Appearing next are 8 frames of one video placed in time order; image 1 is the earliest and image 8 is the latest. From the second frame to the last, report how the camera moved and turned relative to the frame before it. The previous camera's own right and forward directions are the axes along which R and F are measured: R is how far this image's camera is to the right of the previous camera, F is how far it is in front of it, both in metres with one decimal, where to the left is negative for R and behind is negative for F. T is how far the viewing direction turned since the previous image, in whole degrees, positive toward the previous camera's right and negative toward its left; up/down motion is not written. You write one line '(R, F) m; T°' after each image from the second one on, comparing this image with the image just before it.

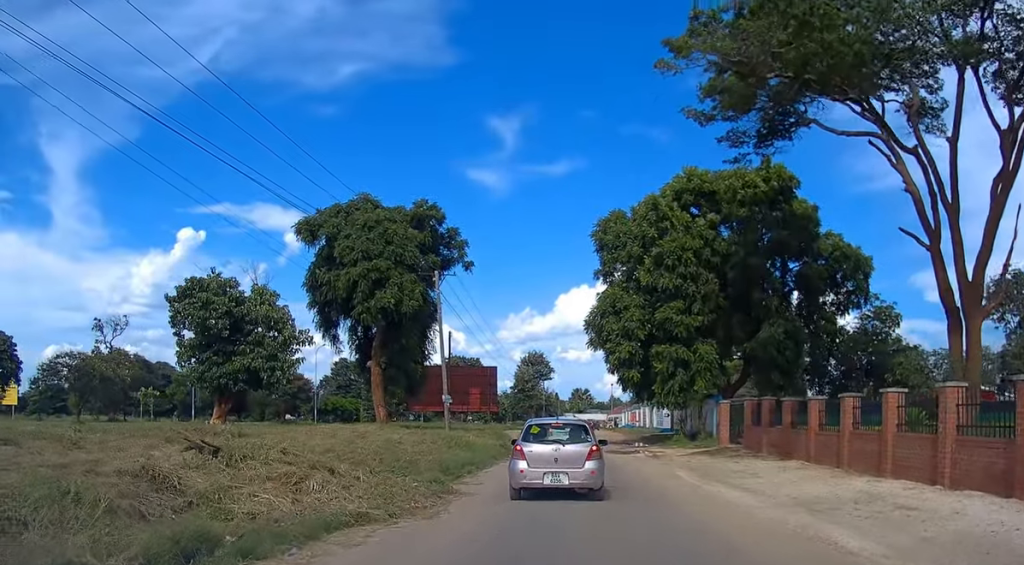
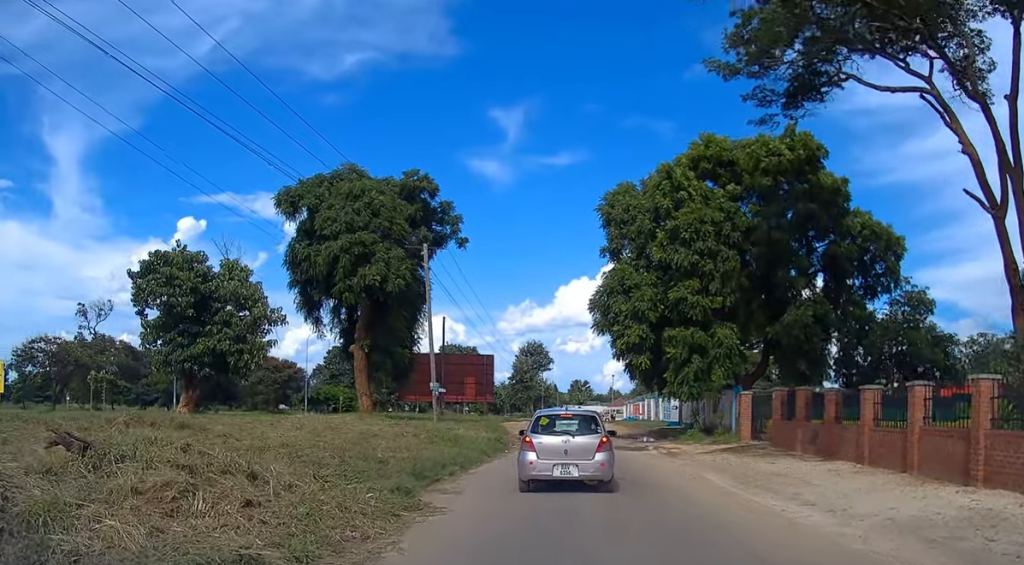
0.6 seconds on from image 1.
(-0.1, +3.9) m; -1°
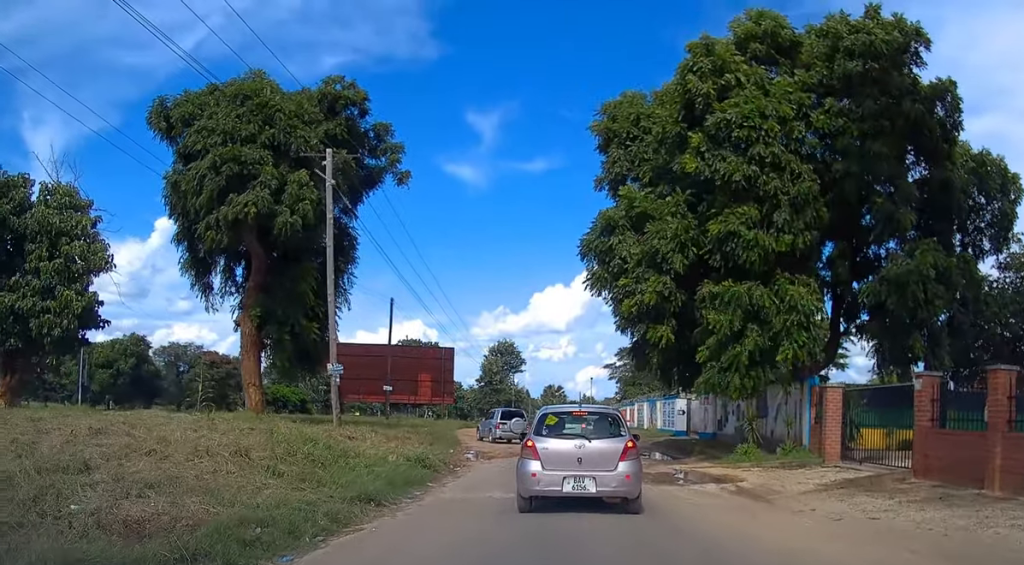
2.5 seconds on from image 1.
(+0.2, +12.8) m; +3°
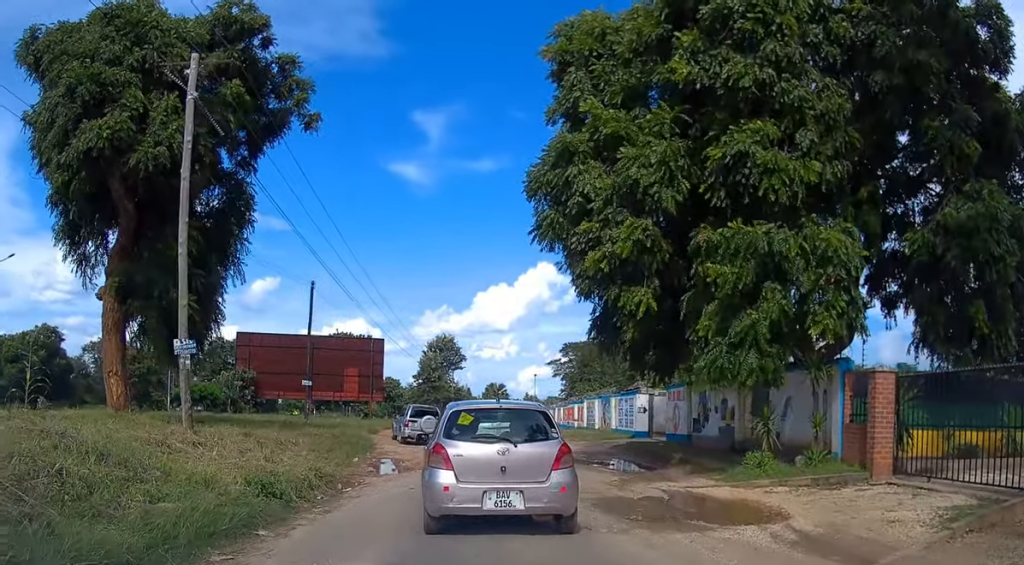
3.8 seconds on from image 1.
(+0.1, +6.9) m; +2°
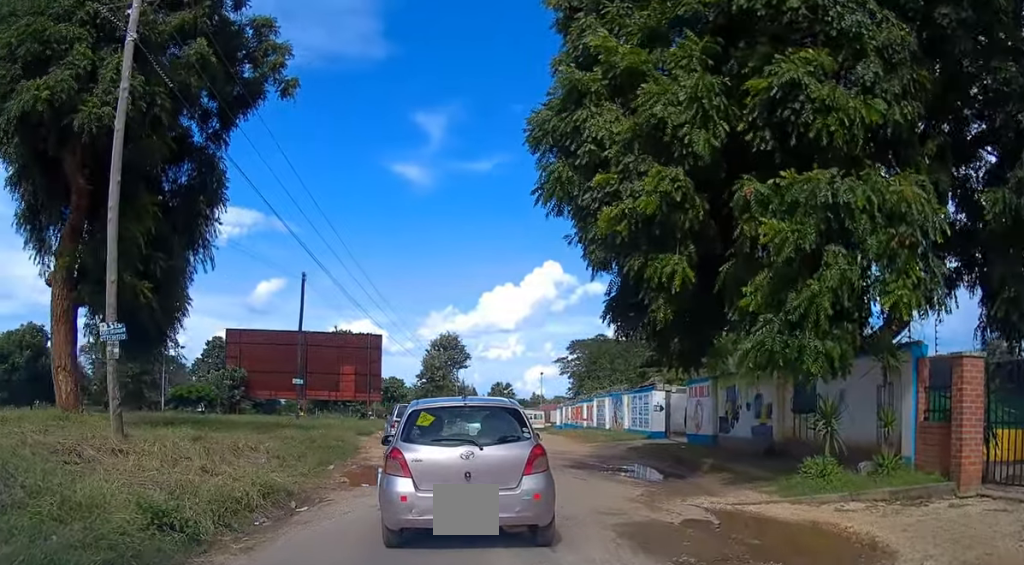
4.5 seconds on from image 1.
(0.0, +3.2) m; 0°
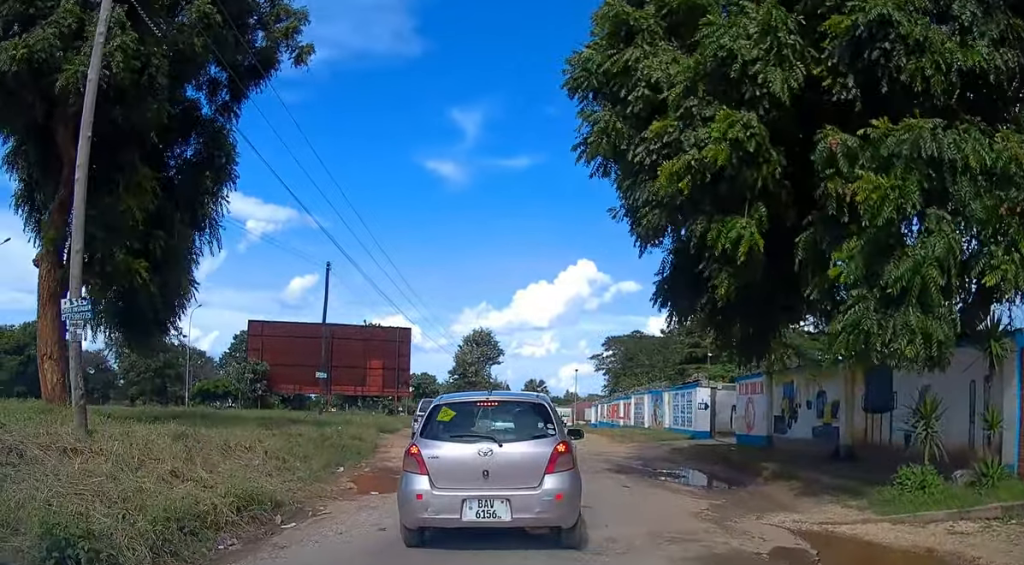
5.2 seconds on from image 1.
(0.0, +2.4) m; 0°
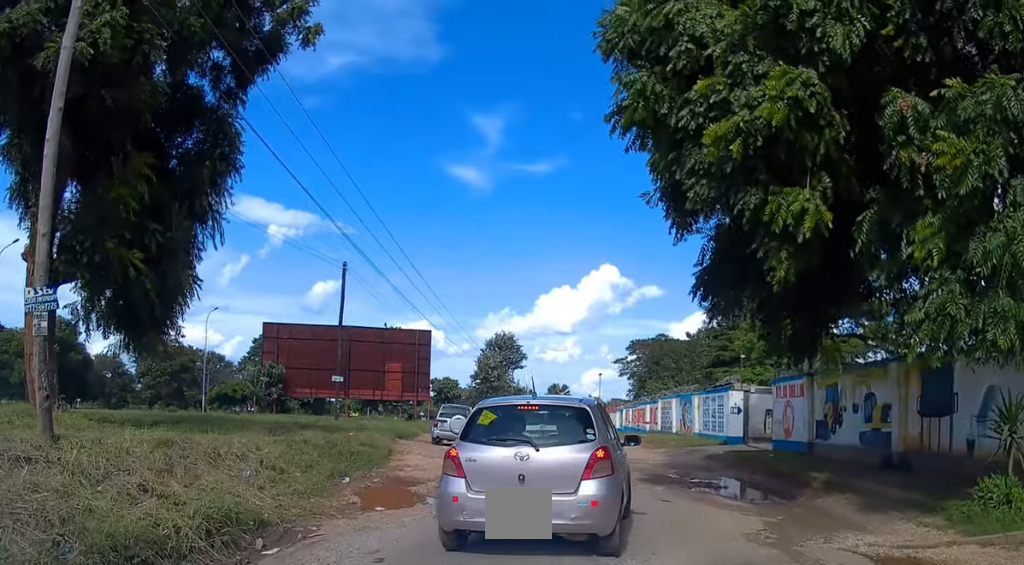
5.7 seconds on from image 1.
(0.0, +1.8) m; 0°
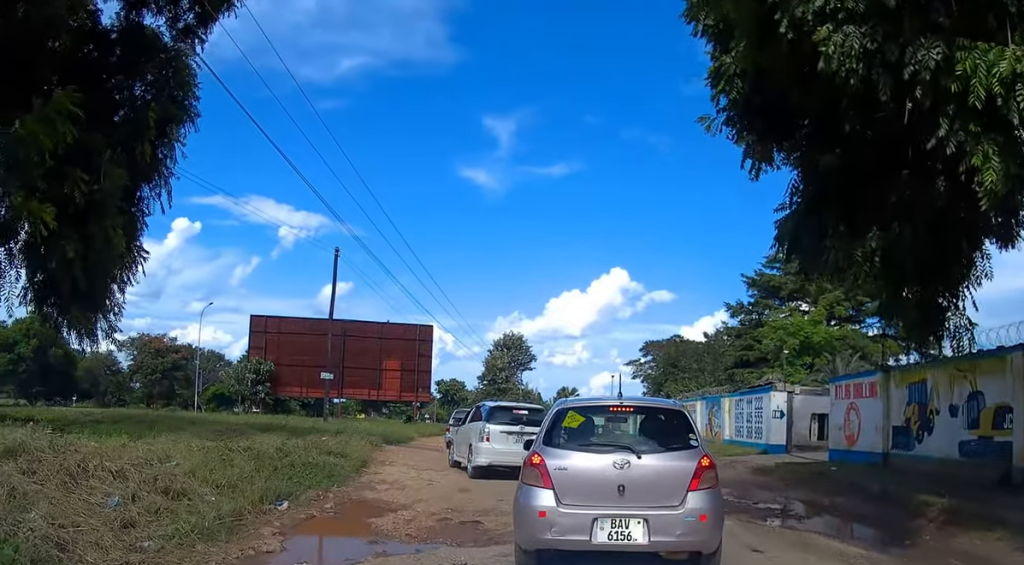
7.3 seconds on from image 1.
(-0.1, +4.1) m; +1°
